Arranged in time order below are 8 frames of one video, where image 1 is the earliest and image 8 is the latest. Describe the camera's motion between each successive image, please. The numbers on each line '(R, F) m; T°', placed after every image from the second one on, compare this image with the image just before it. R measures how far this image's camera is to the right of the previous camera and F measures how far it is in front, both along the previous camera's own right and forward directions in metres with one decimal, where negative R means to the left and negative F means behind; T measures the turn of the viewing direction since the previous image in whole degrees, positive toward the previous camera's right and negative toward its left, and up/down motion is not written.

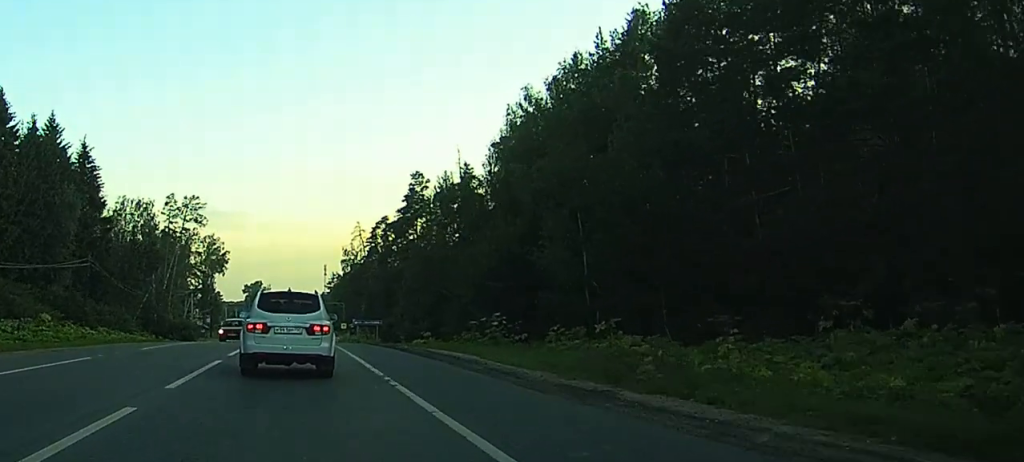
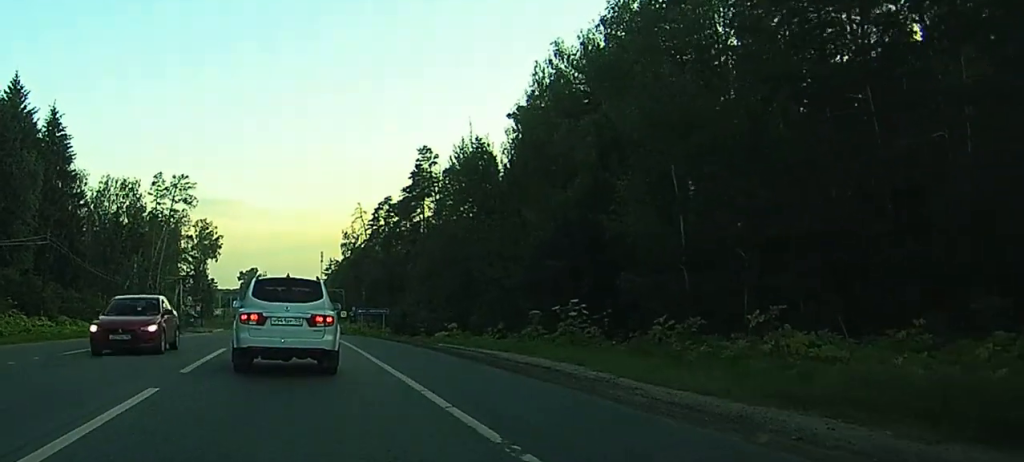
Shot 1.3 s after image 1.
(0.0, +9.9) m; 0°
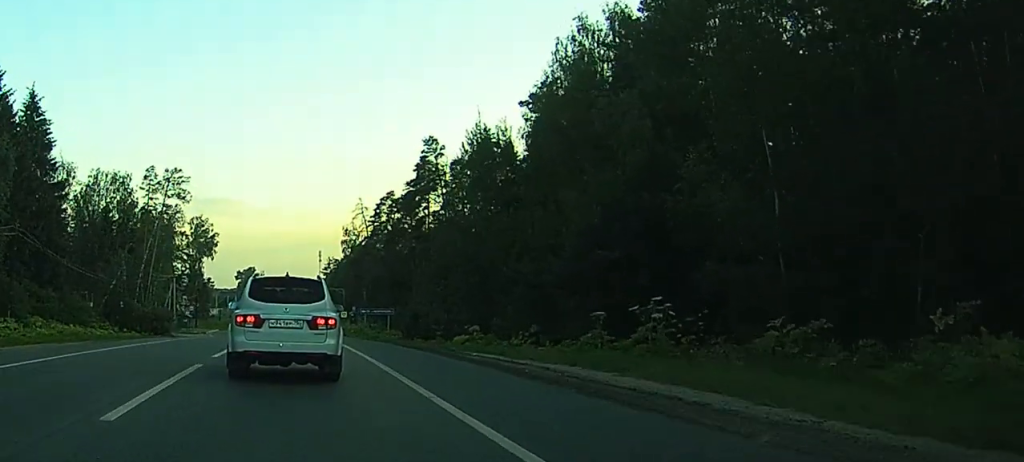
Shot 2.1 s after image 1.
(0.0, +6.3) m; 0°
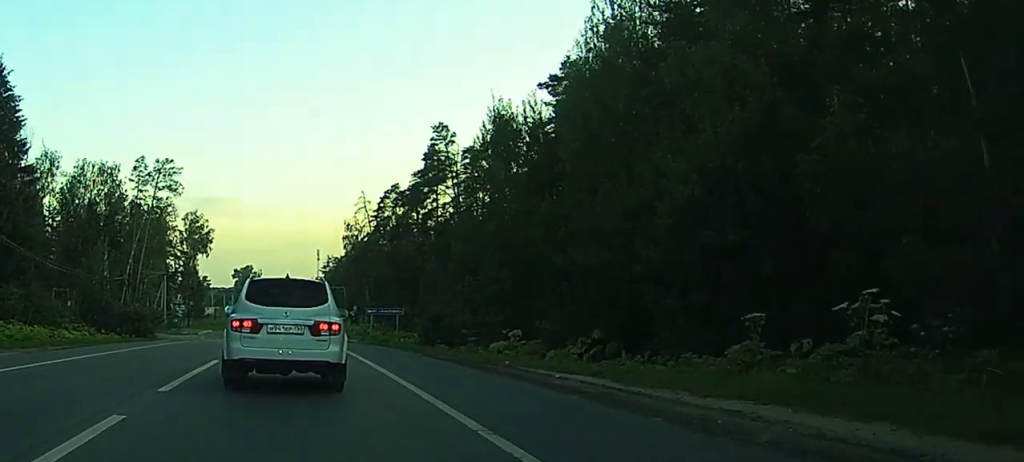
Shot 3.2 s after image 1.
(0.0, +8.7) m; 0°
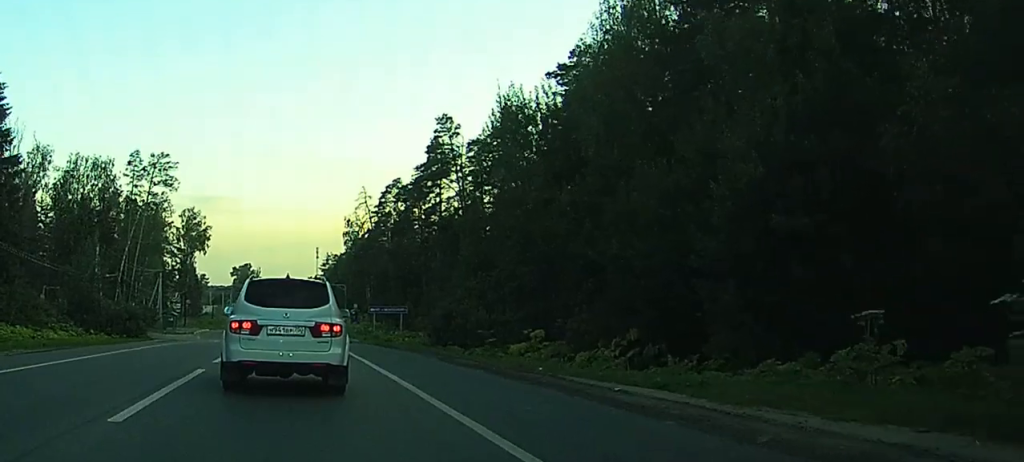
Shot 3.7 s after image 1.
(0.0, +3.6) m; 0°
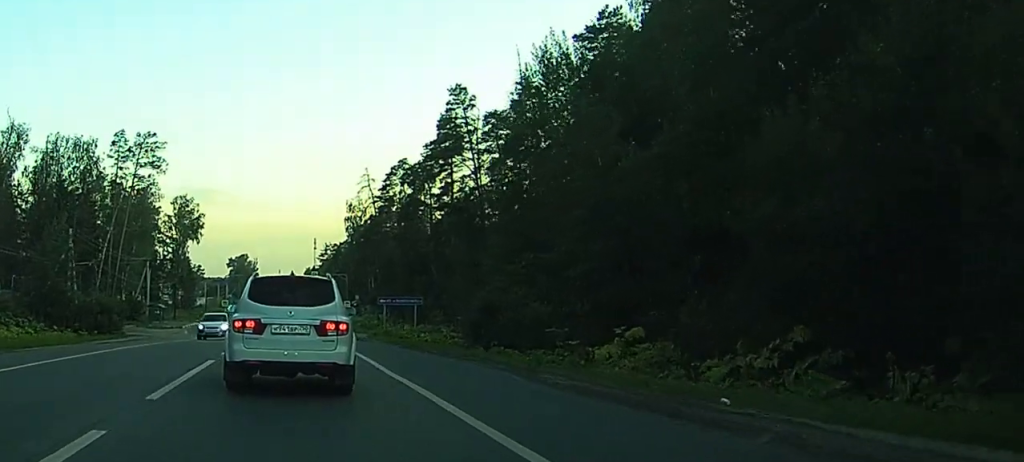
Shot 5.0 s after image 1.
(0.0, +10.0) m; +1°
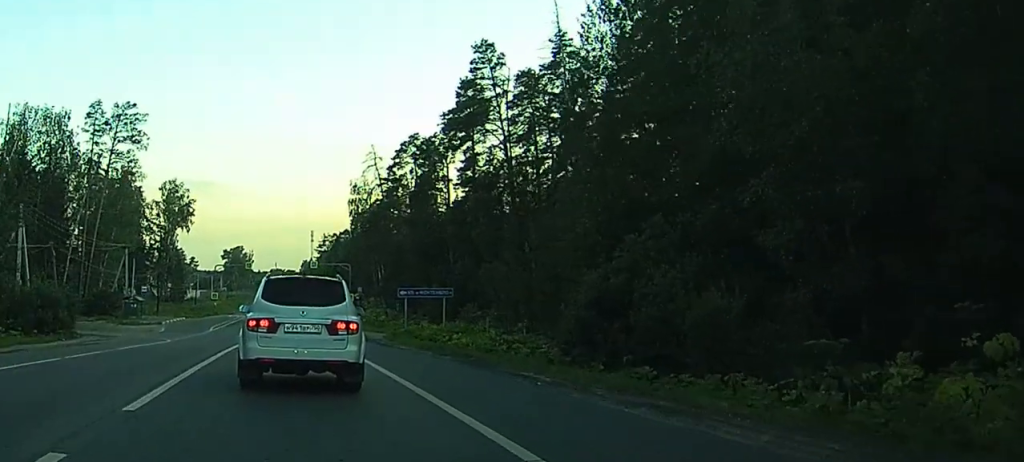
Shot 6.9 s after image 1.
(+0.1, +13.5) m; +1°
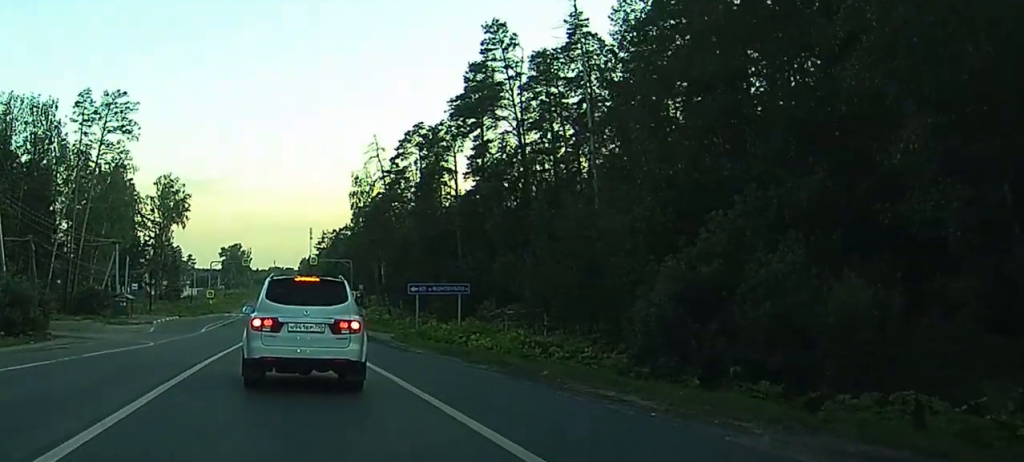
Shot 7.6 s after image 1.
(+0.1, +5.1) m; -1°
